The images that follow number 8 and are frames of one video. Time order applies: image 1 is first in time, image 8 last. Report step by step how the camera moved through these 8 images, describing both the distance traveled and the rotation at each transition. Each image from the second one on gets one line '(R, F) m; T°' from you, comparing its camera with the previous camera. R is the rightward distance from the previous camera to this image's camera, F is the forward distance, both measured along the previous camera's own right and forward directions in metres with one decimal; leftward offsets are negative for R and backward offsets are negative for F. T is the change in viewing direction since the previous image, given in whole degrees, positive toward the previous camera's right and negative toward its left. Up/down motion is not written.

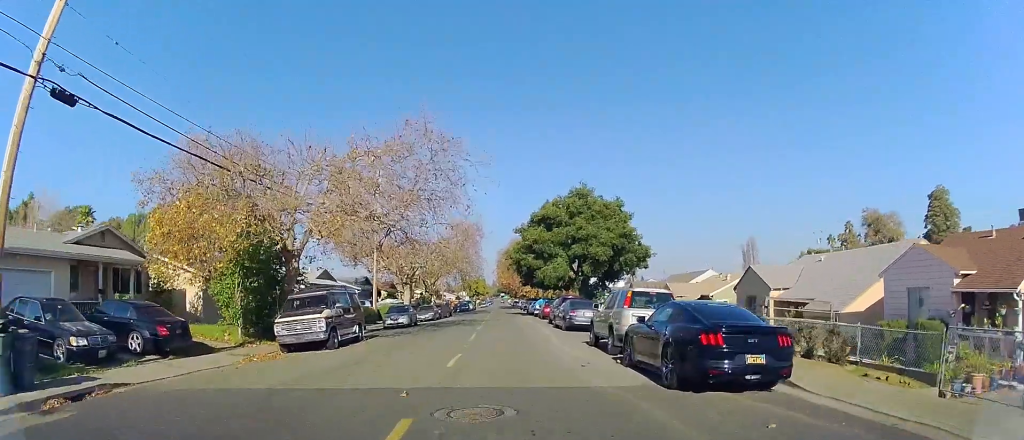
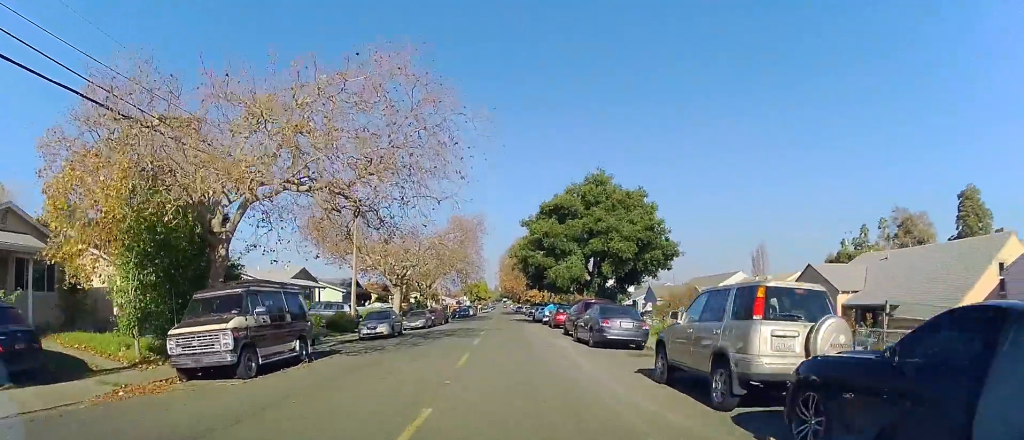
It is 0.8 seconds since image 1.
(+0.1, +6.5) m; 0°
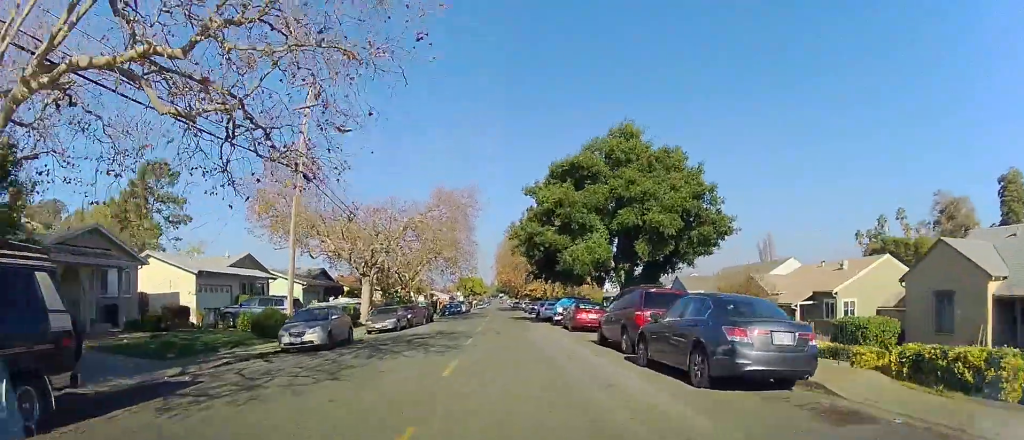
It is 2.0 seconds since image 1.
(-0.1, +9.6) m; +1°
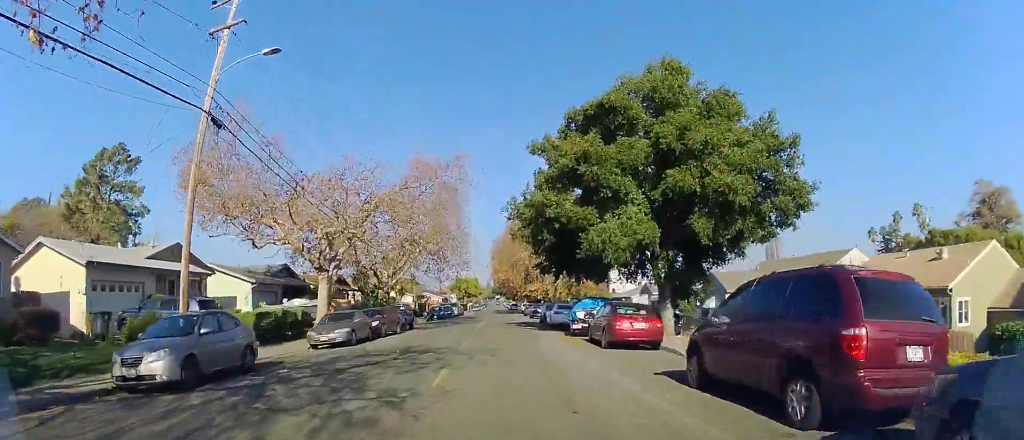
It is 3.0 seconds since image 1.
(+0.2, +8.3) m; +2°
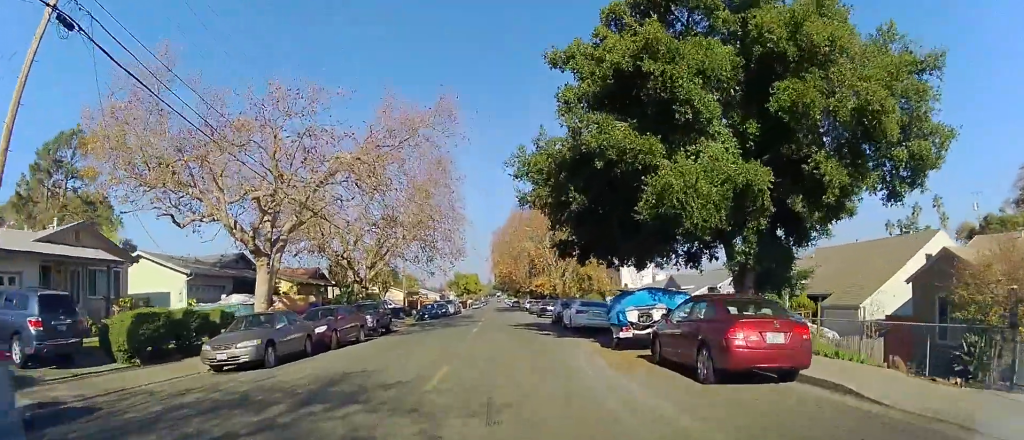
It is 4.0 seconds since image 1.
(0.0, +7.7) m; 0°
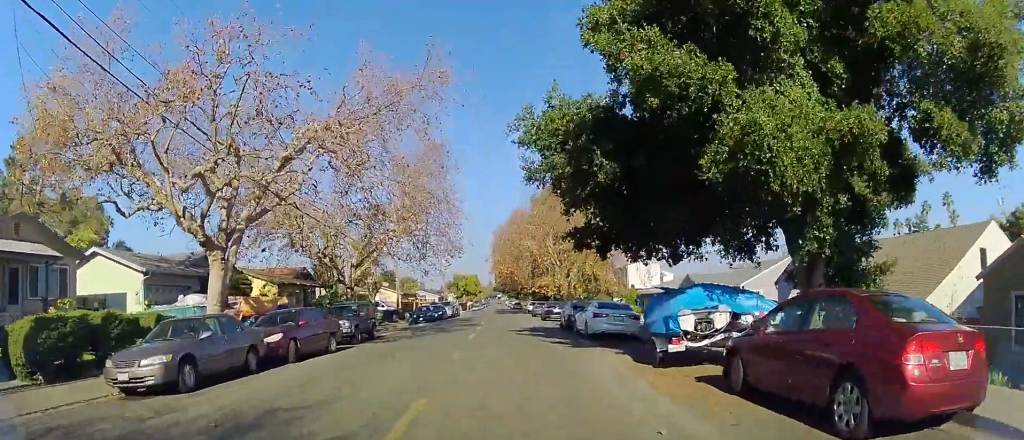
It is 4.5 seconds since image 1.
(0.0, +3.8) m; -1°
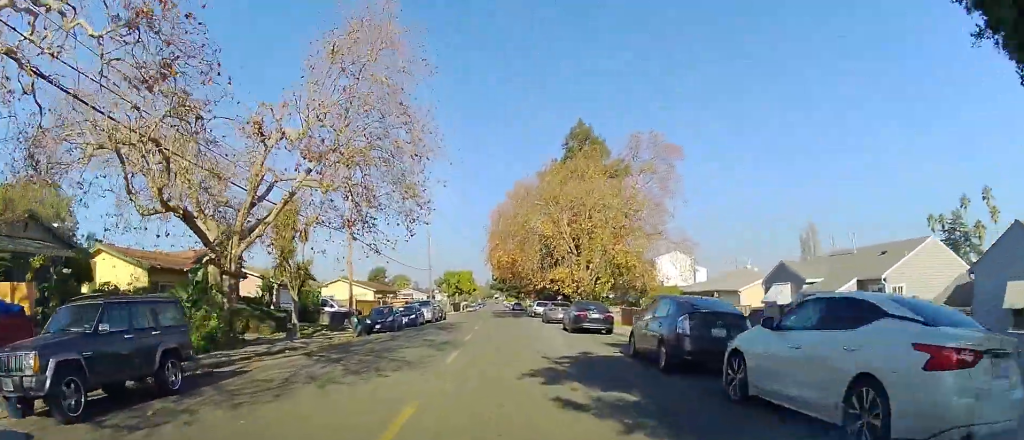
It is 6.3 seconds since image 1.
(-0.4, +14.8) m; -2°
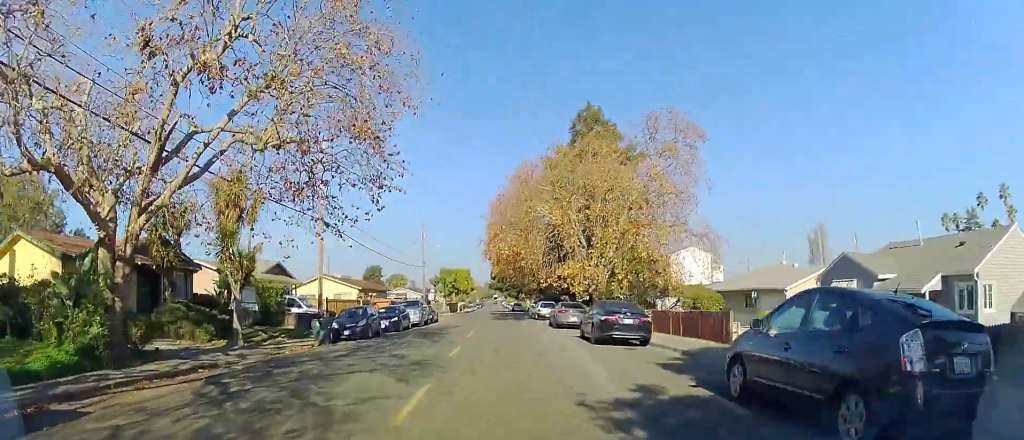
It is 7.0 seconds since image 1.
(0.0, +5.8) m; +1°
